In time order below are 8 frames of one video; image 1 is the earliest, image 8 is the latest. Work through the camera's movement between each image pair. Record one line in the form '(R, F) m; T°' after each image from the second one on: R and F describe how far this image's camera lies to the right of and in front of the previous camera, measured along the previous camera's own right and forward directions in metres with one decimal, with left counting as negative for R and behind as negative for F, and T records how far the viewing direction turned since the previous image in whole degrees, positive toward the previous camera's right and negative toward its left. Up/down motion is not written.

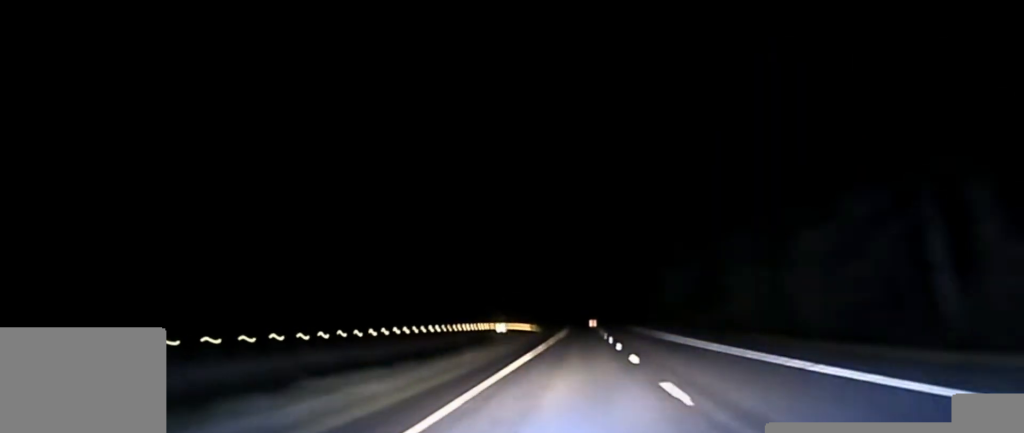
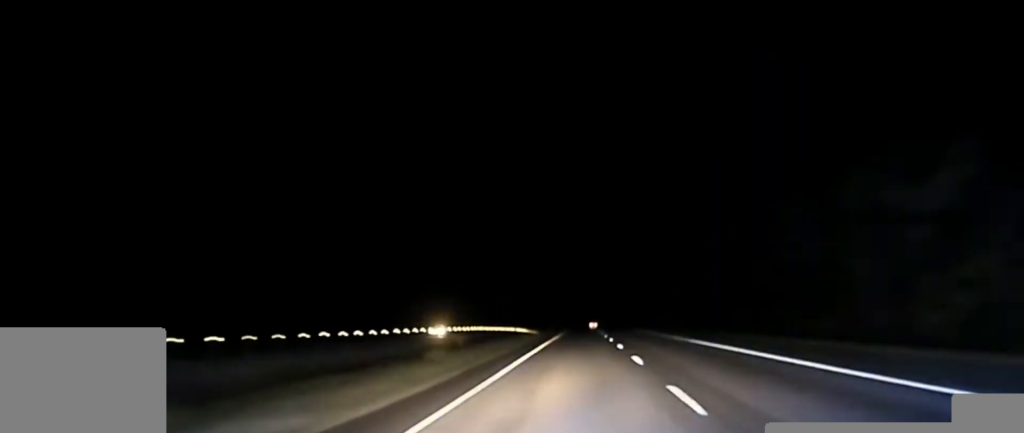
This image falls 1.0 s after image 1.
(0.0, +64.7) m; 0°
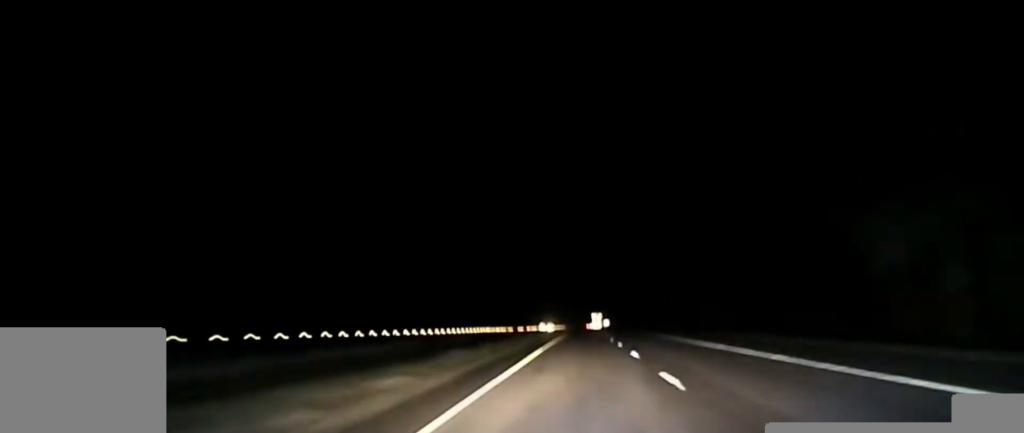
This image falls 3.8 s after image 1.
(-0.1, +174.3) m; 0°
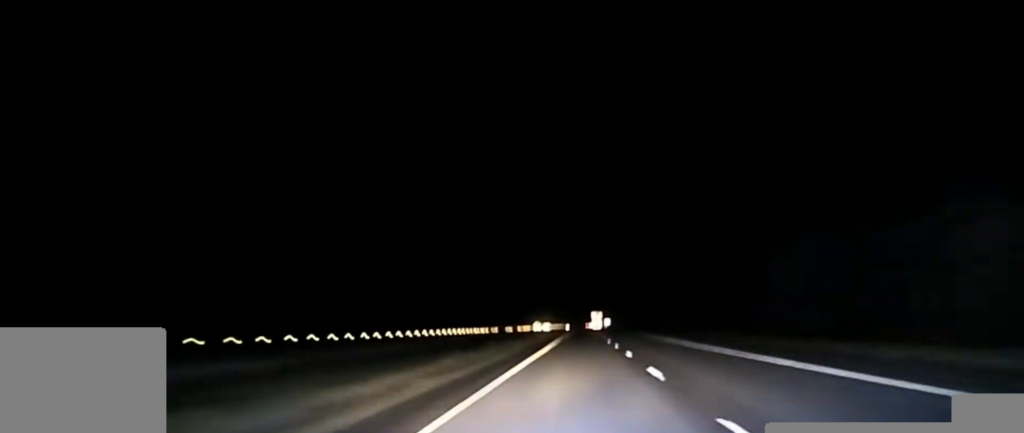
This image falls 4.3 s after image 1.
(0.0, +34.4) m; 0°
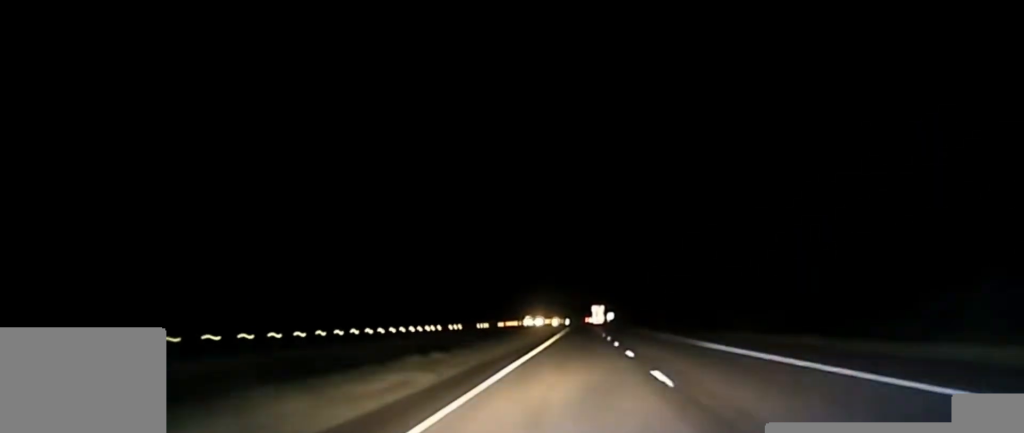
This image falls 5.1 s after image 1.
(-0.1, +55.4) m; 0°
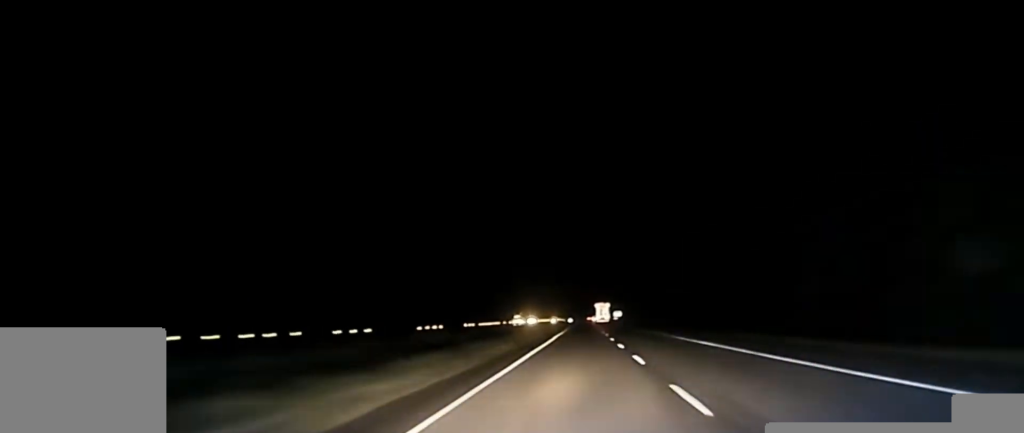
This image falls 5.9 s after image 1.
(-0.1, +62.5) m; 0°
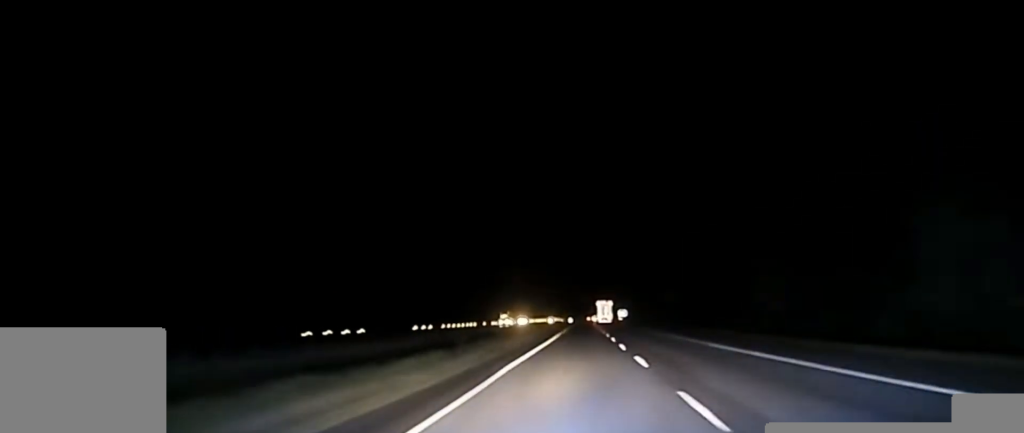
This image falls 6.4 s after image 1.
(0.0, +40.4) m; 0°
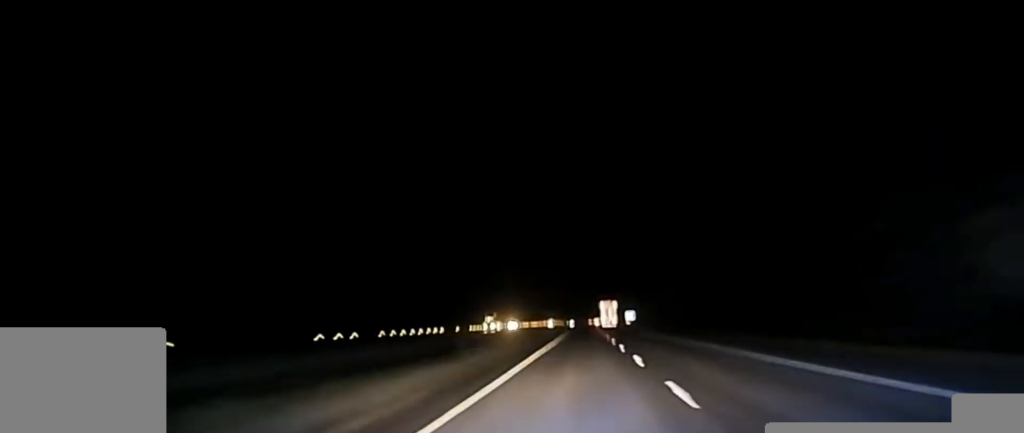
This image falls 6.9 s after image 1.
(0.0, +36.5) m; 0°
